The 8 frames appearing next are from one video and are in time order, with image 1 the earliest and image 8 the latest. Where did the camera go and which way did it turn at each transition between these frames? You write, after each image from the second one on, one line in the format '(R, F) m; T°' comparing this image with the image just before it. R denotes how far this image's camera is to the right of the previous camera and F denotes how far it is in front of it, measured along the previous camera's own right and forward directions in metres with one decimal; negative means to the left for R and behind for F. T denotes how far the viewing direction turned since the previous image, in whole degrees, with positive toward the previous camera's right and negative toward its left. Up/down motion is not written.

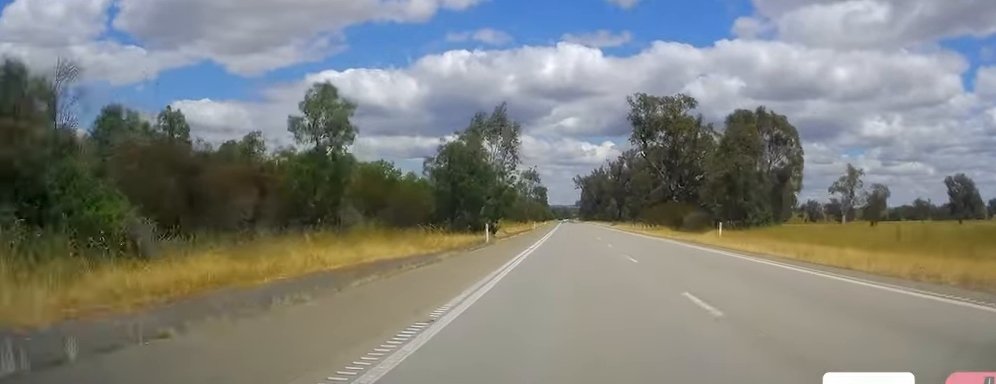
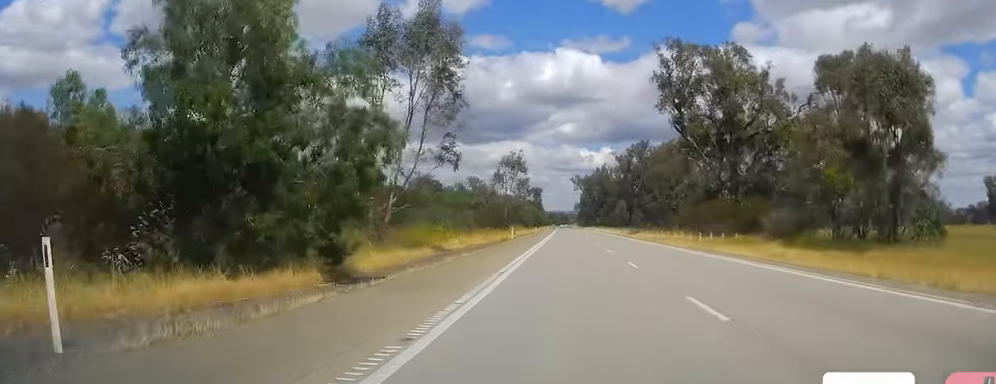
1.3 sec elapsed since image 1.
(-0.2, +36.4) m; 0°
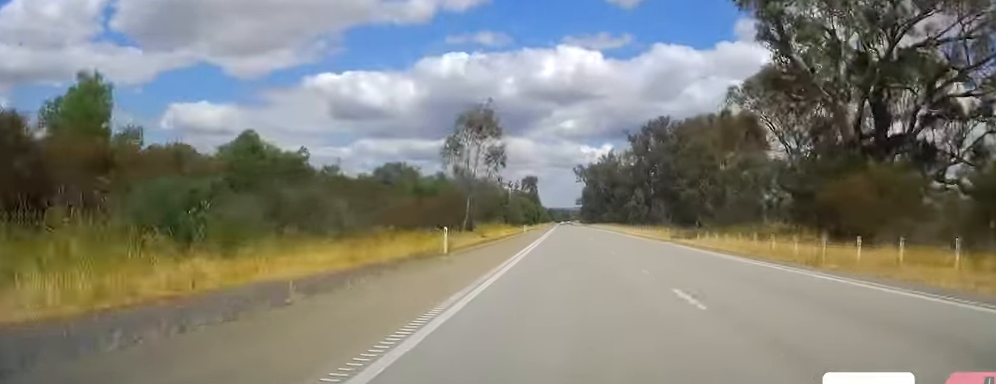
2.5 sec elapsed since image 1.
(+0.1, +35.5) m; 0°
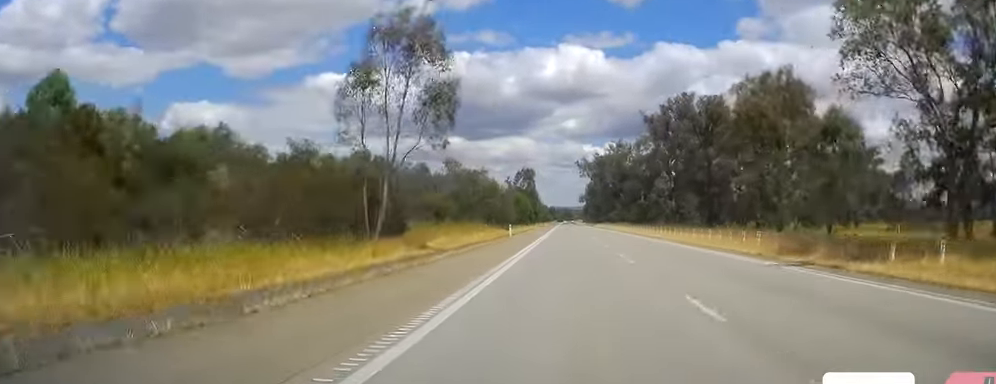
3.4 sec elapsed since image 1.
(0.0, +25.7) m; 0°
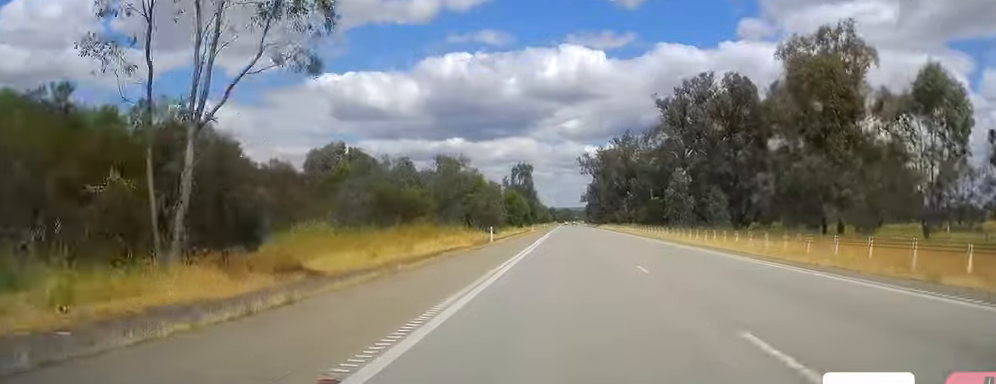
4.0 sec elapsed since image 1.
(-0.1, +16.2) m; +1°
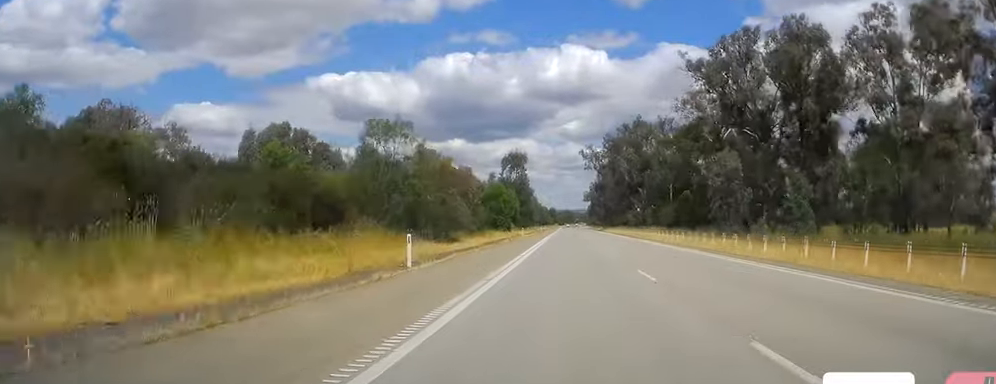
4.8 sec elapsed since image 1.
(+0.3, +24.8) m; 0°
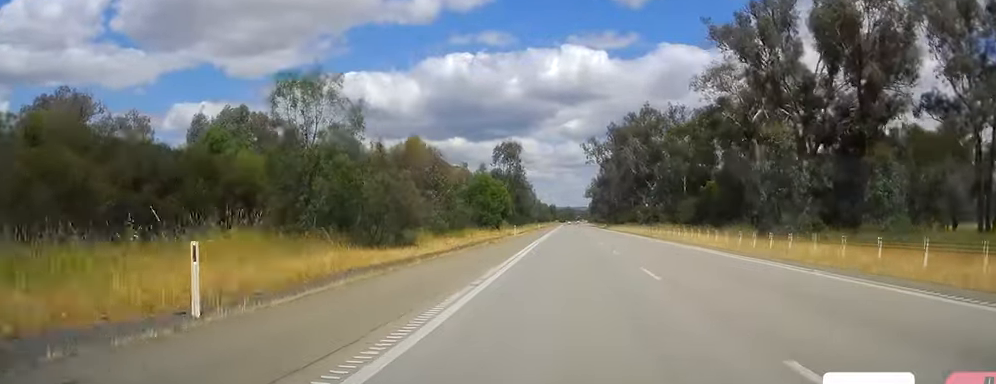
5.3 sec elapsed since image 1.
(+0.2, +13.3) m; 0°
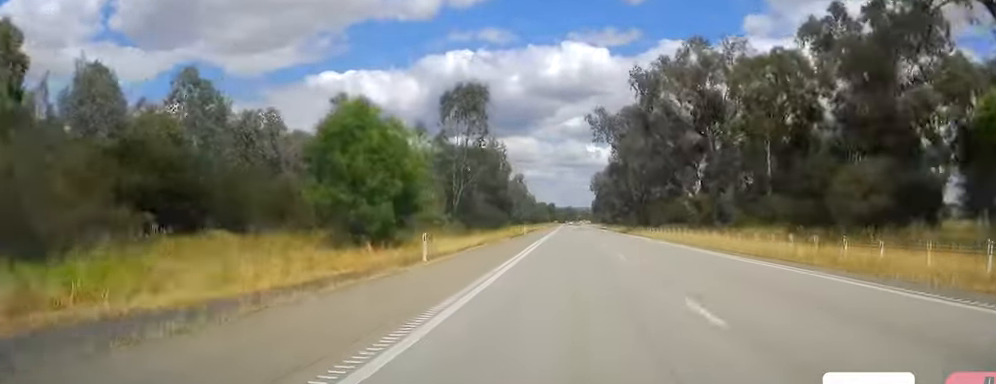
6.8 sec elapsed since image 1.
(-0.8, +42.8) m; -1°
